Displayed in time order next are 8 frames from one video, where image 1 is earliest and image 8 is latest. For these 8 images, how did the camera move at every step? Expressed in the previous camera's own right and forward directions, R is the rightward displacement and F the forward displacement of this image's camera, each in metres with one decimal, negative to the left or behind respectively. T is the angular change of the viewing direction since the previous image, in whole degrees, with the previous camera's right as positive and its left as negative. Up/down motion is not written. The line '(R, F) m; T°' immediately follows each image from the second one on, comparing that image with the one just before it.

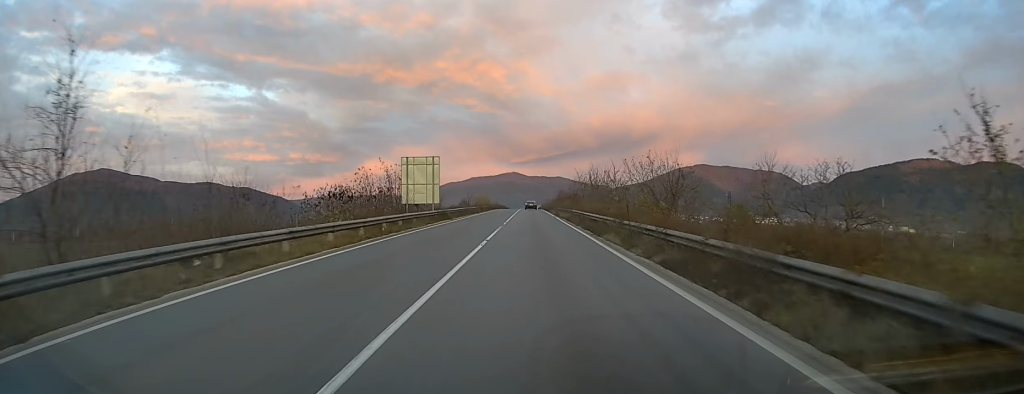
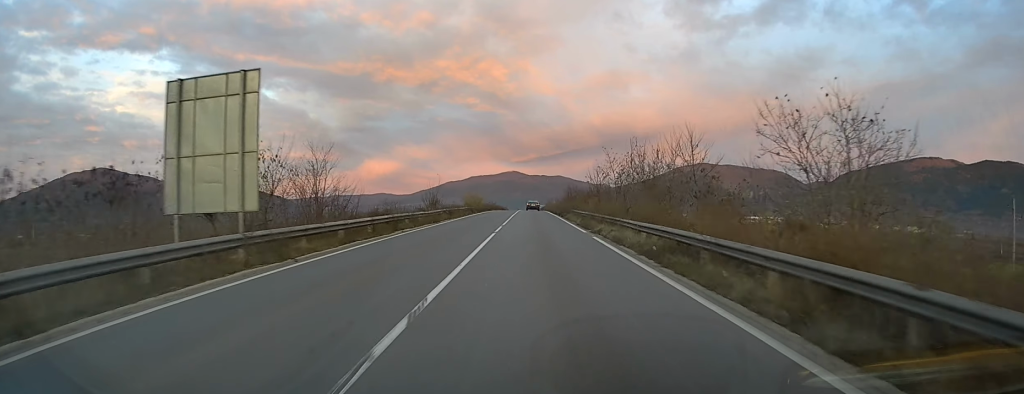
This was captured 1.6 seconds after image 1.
(-0.3, +29.7) m; 0°
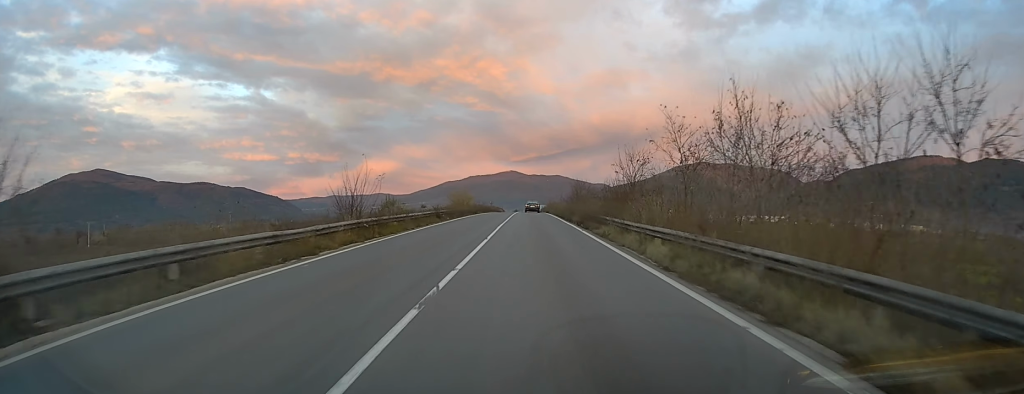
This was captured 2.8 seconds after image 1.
(+0.3, +21.9) m; 0°
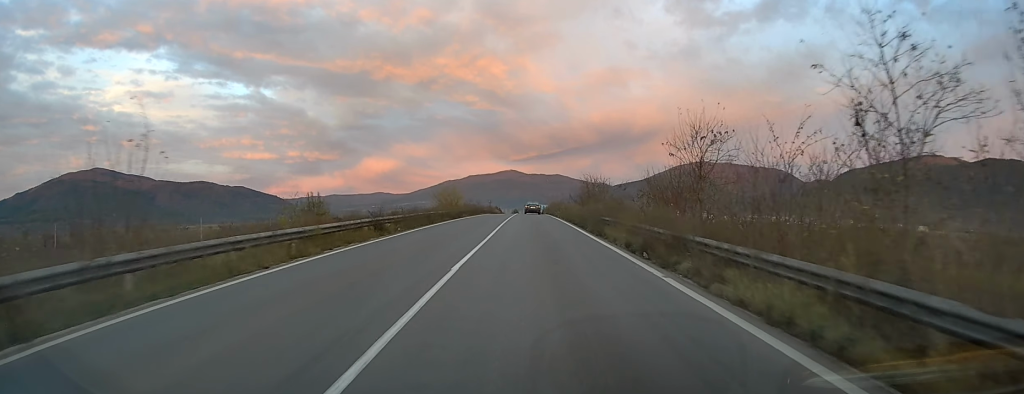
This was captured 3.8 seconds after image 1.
(-0.3, +16.6) m; 0°
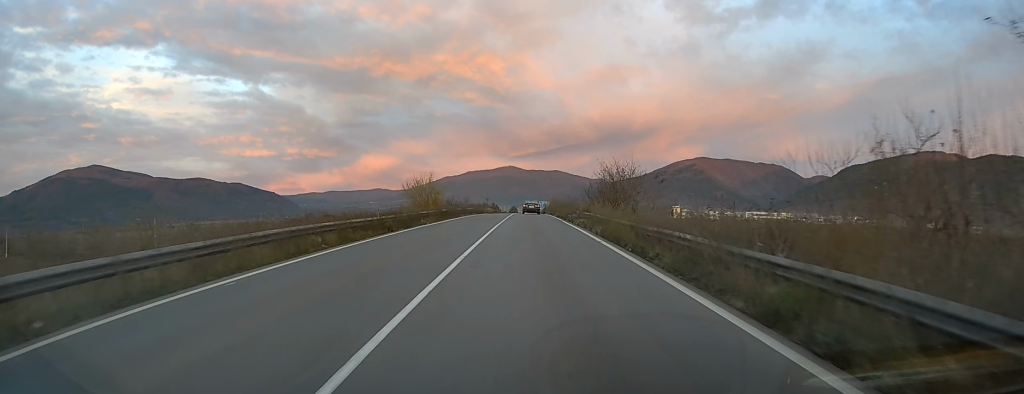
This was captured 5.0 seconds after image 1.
(+0.2, +20.7) m; 0°
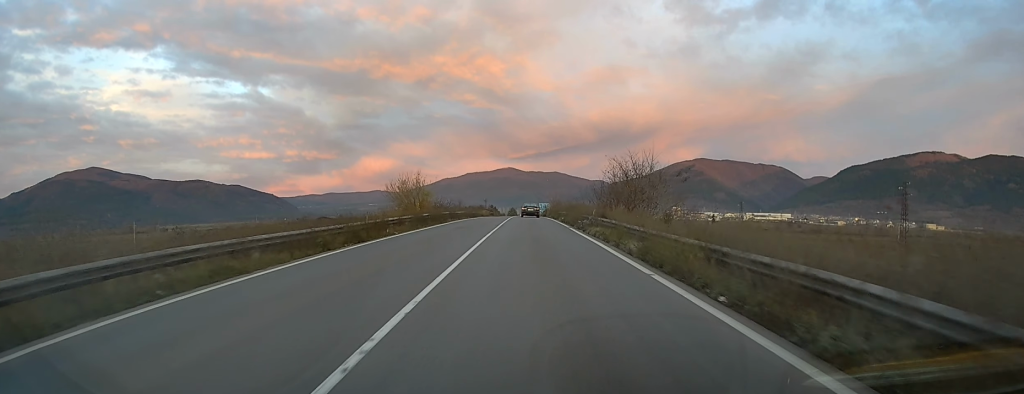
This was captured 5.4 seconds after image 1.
(0.0, +7.9) m; 0°
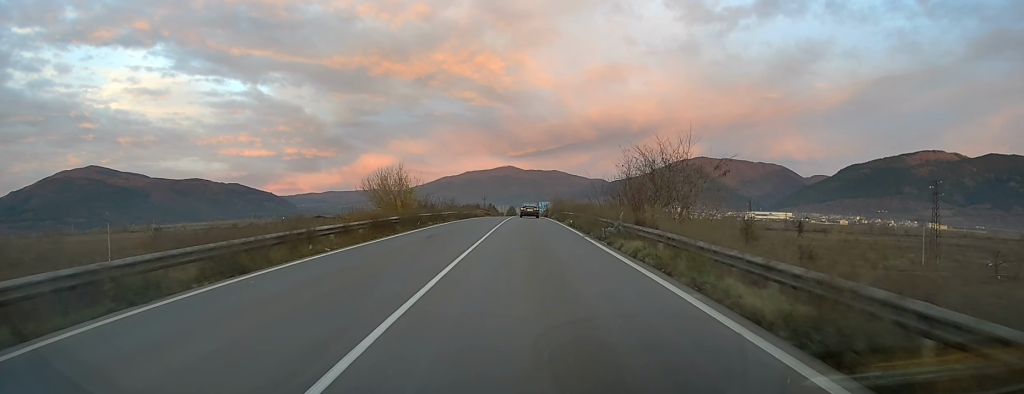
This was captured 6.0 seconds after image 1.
(0.0, +9.0) m; 0°
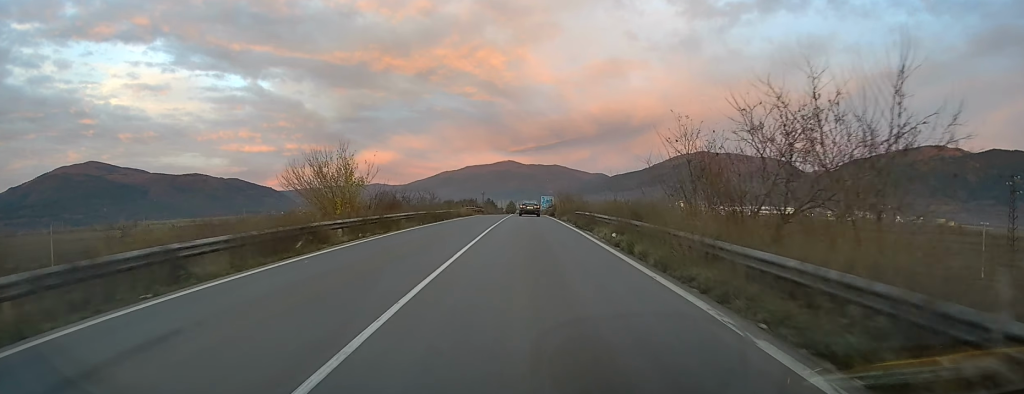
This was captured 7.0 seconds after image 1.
(+0.1, +17.8) m; -1°
